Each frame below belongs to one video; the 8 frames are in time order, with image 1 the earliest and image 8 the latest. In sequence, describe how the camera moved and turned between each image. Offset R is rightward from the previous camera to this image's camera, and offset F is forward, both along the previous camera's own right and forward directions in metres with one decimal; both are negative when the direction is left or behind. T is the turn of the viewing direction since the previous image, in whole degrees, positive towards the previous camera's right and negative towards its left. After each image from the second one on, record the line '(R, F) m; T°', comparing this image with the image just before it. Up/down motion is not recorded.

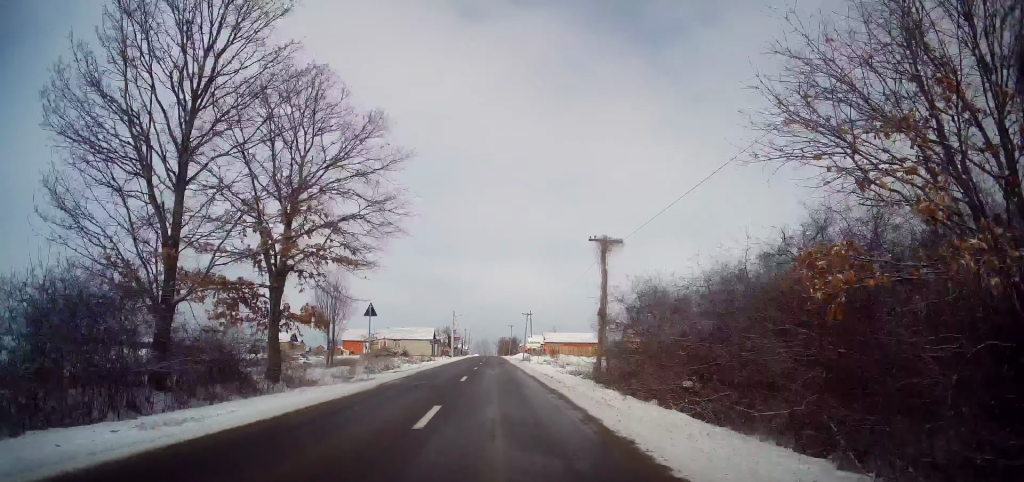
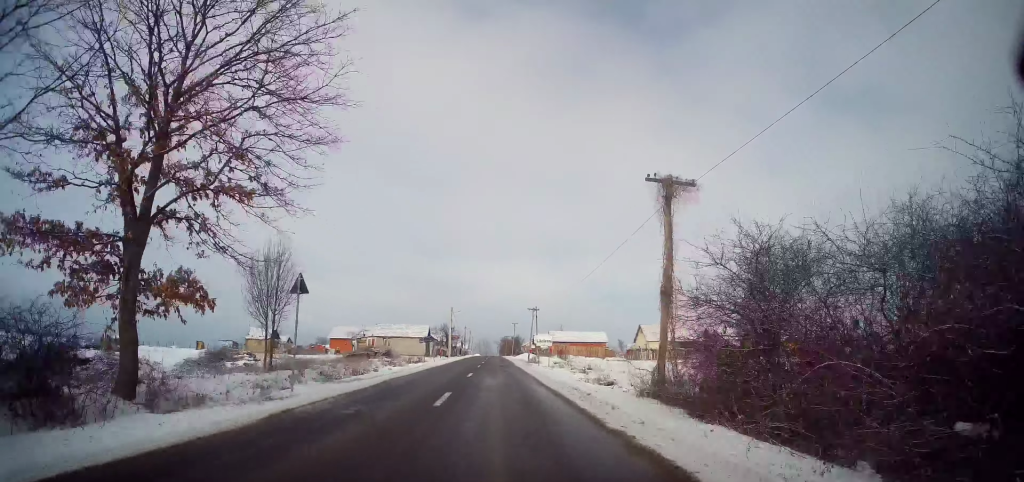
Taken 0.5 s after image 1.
(-0.2, +8.6) m; 0°
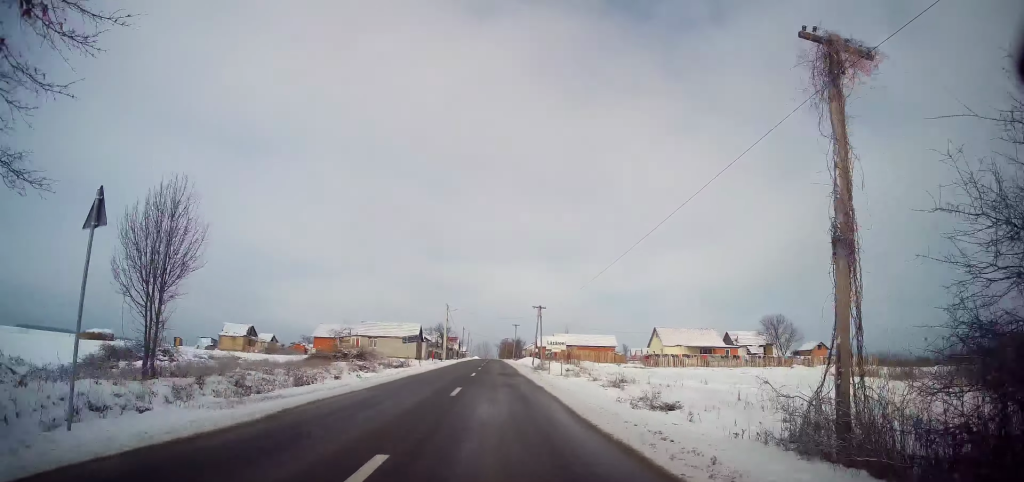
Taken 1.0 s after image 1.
(+0.1, +8.1) m; 0°
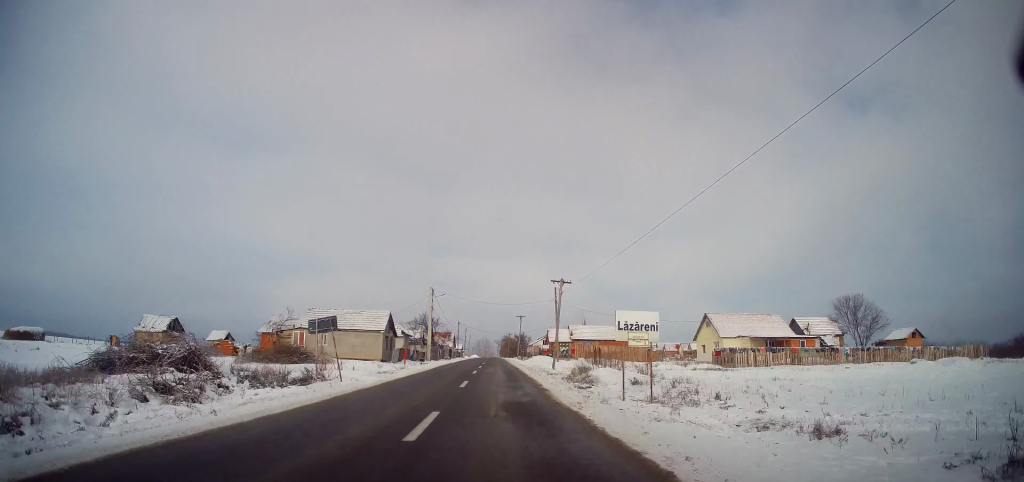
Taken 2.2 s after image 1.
(0.0, +18.9) m; -1°
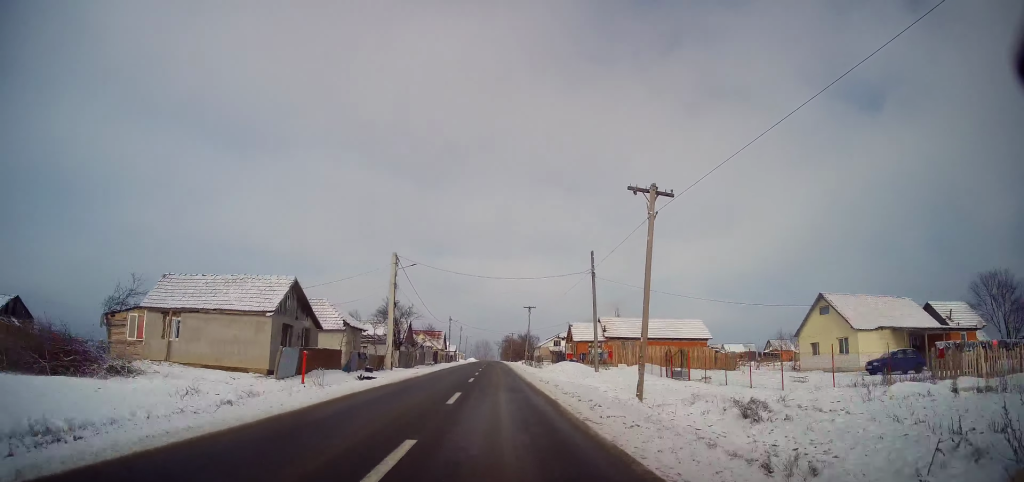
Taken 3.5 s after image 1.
(-0.1, +21.8) m; +1°
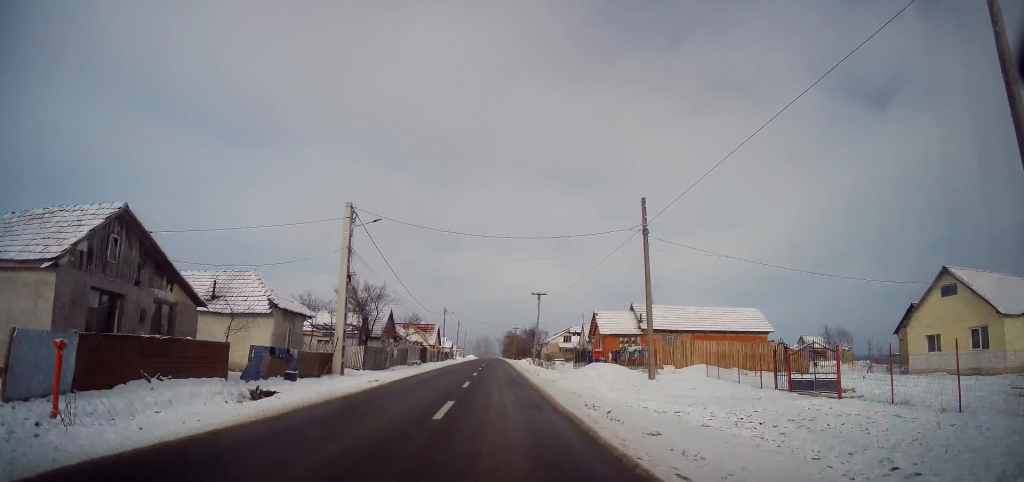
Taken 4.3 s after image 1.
(+0.2, +12.2) m; 0°
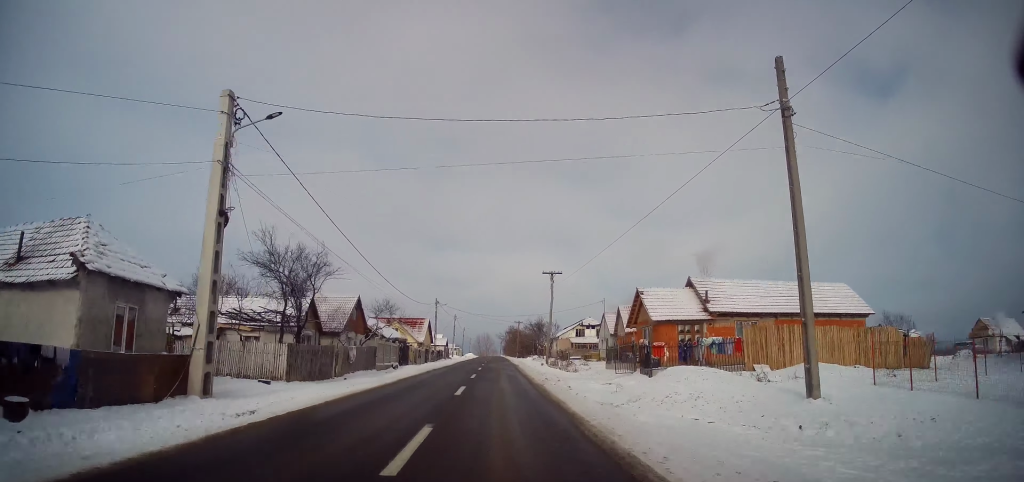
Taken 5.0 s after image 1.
(0.0, +12.5) m; 0°
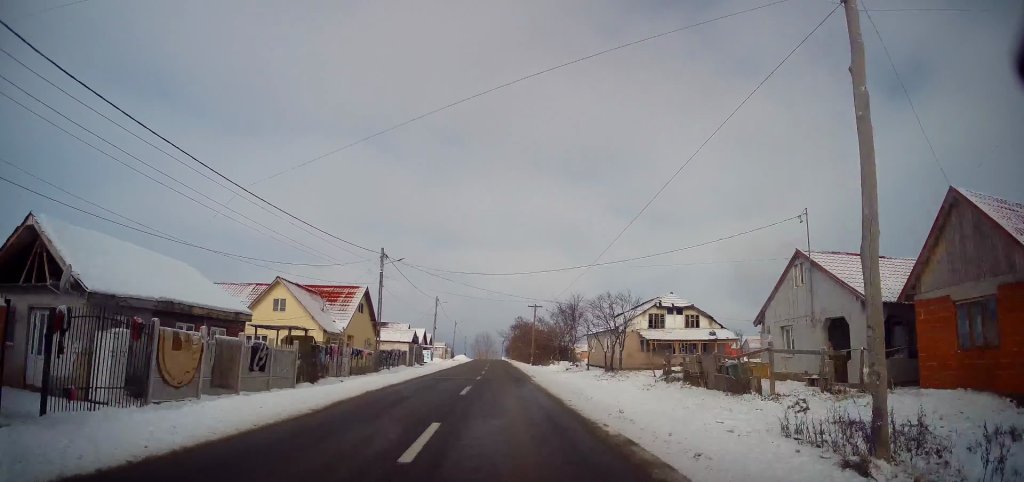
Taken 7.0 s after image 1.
(-0.3, +35.6) m; -1°
